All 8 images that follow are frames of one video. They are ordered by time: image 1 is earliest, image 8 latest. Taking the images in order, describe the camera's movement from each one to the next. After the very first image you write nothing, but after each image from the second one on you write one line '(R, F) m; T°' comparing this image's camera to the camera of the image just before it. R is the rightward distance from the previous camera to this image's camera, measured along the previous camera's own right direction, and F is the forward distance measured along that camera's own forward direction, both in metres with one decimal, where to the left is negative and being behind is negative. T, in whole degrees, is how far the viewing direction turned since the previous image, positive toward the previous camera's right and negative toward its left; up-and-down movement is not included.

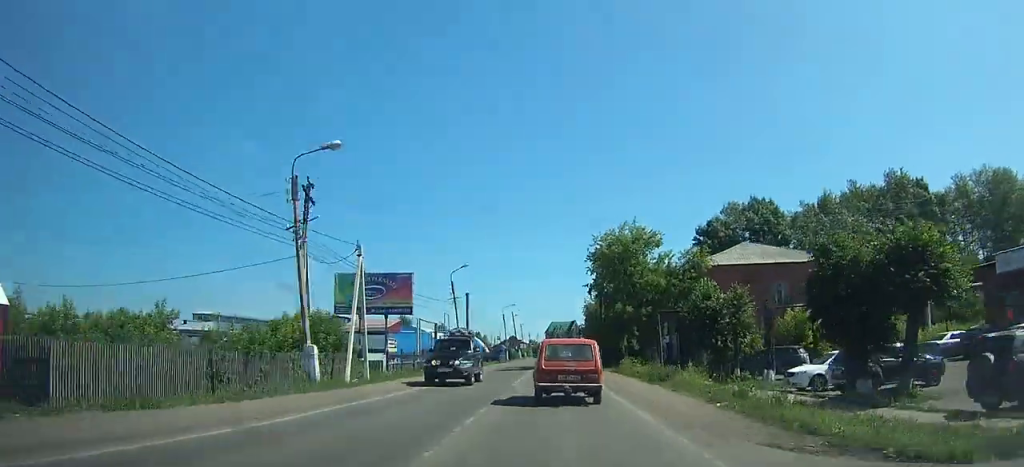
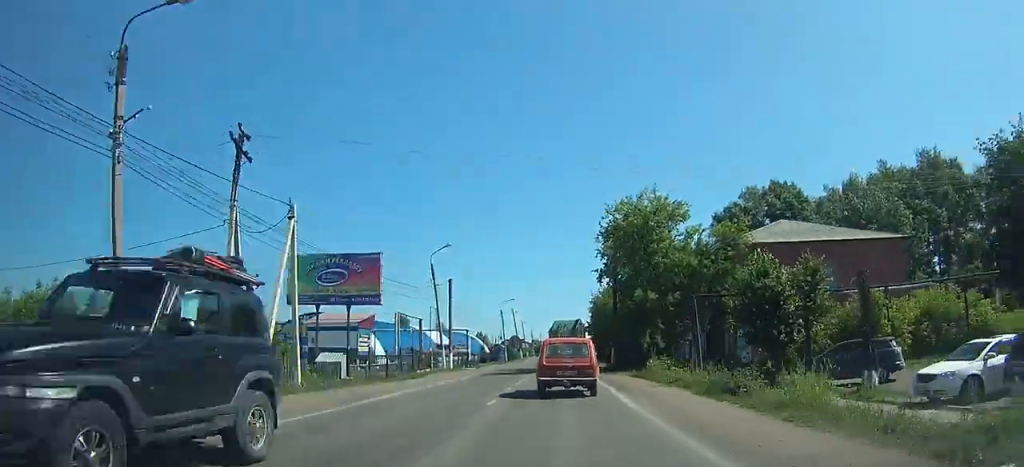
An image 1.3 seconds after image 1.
(0.0, +8.1) m; 0°
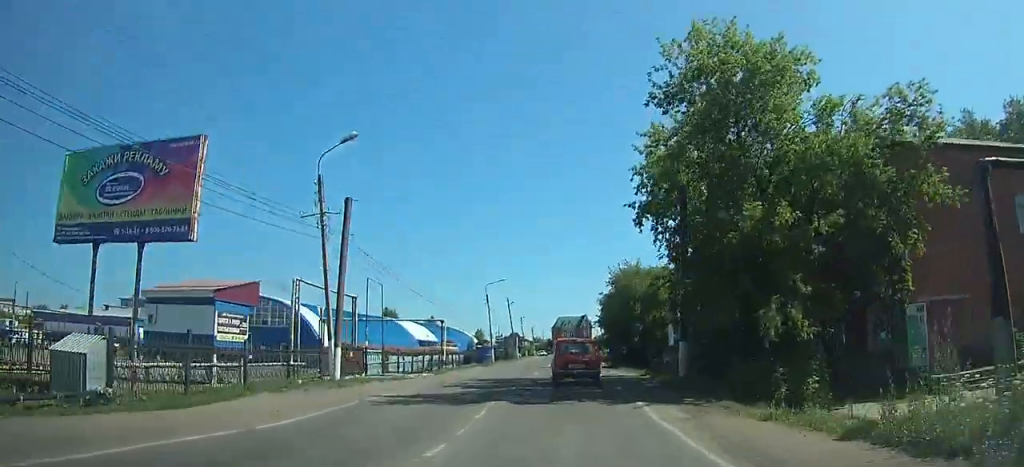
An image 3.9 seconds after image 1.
(-0.2, +17.6) m; +4°
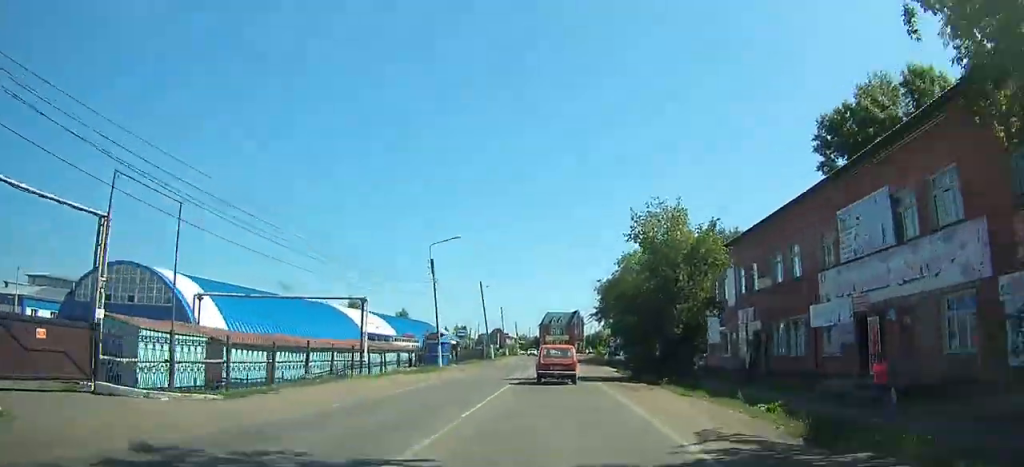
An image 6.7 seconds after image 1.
(+1.4, +21.1) m; -4°
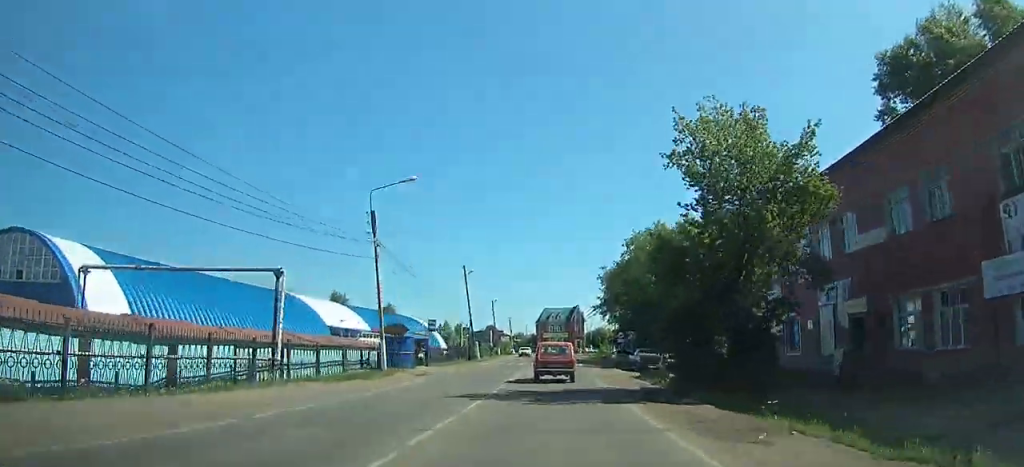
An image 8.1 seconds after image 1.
(-0.9, +11.5) m; -2°
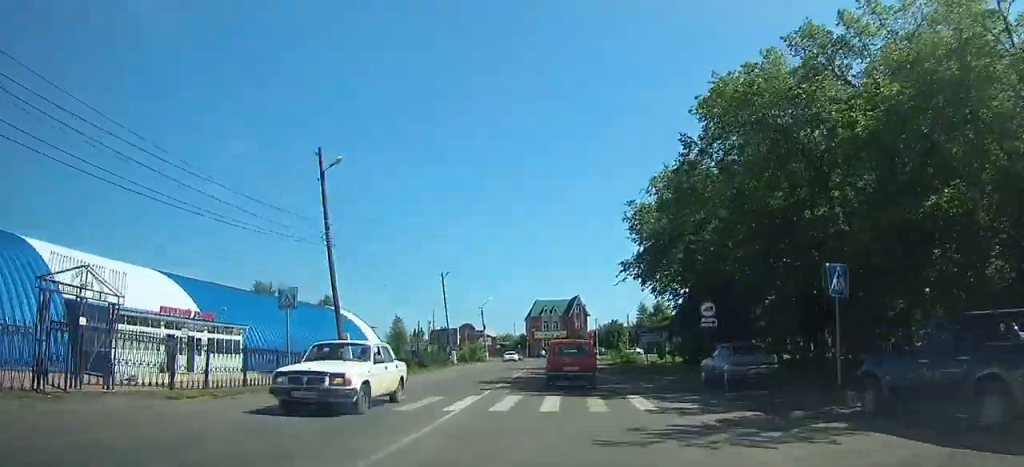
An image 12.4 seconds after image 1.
(-1.3, +37.5) m; +1°
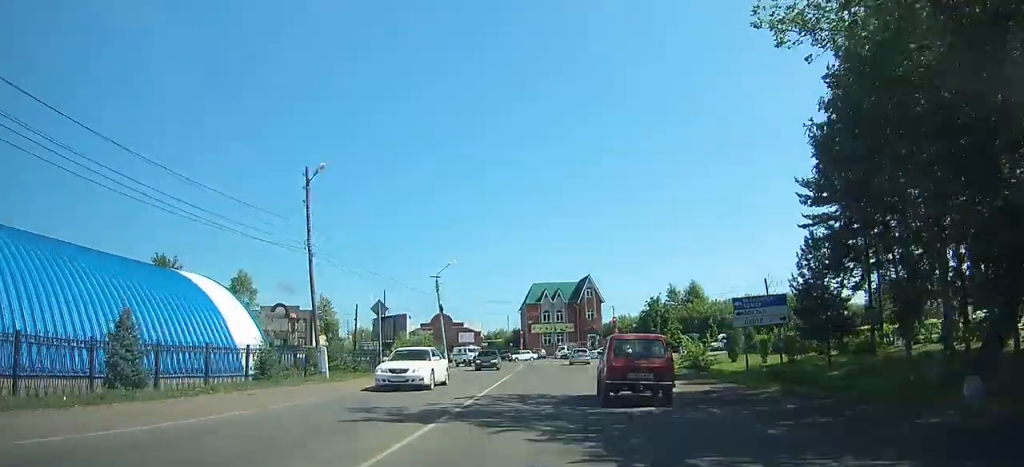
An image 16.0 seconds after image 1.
(+0.6, +31.2) m; +1°
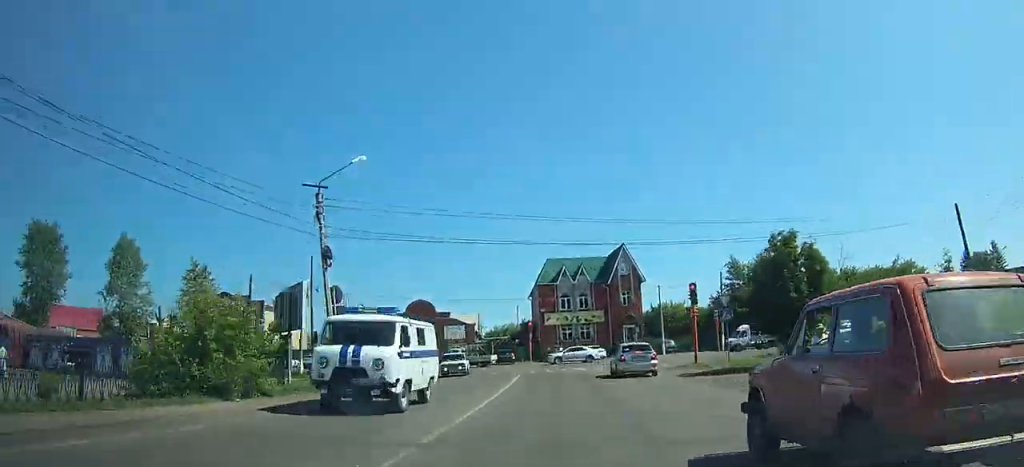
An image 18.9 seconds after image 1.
(-0.1, +21.6) m; -1°
